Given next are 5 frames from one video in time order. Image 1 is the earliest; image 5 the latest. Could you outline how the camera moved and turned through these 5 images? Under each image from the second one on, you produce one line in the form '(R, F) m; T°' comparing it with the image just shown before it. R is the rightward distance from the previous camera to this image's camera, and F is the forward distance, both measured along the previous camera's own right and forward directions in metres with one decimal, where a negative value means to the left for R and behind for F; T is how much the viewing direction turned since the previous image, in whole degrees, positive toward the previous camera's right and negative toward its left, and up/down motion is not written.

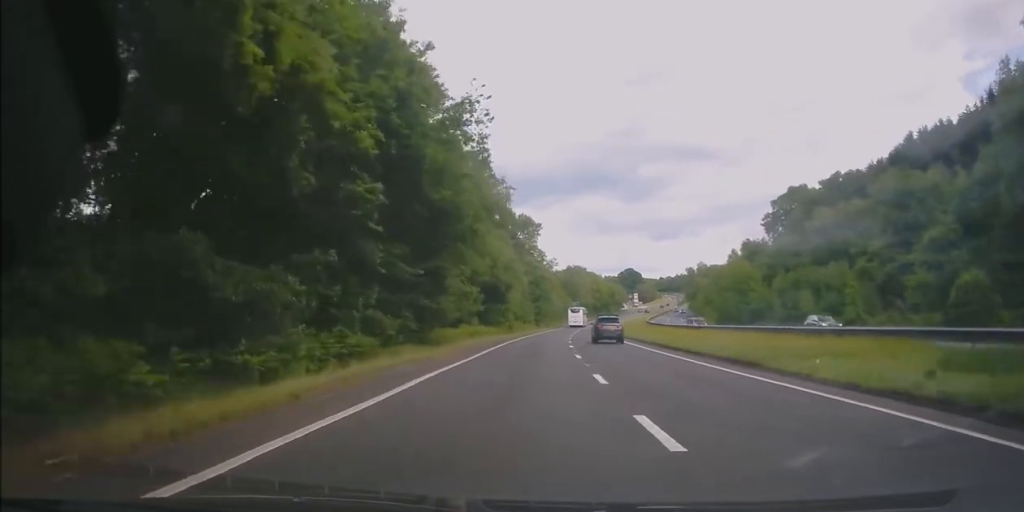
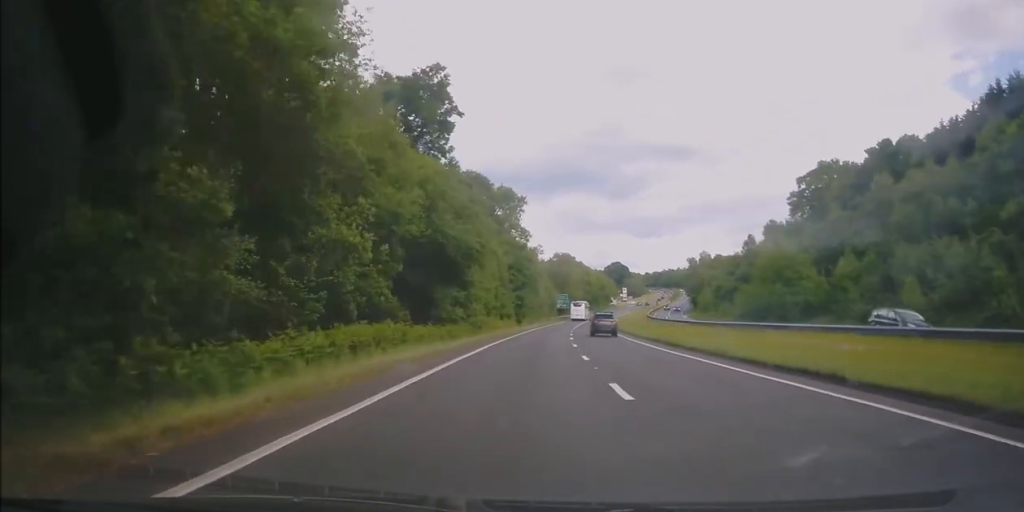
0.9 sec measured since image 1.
(+0.5, +21.4) m; +1°
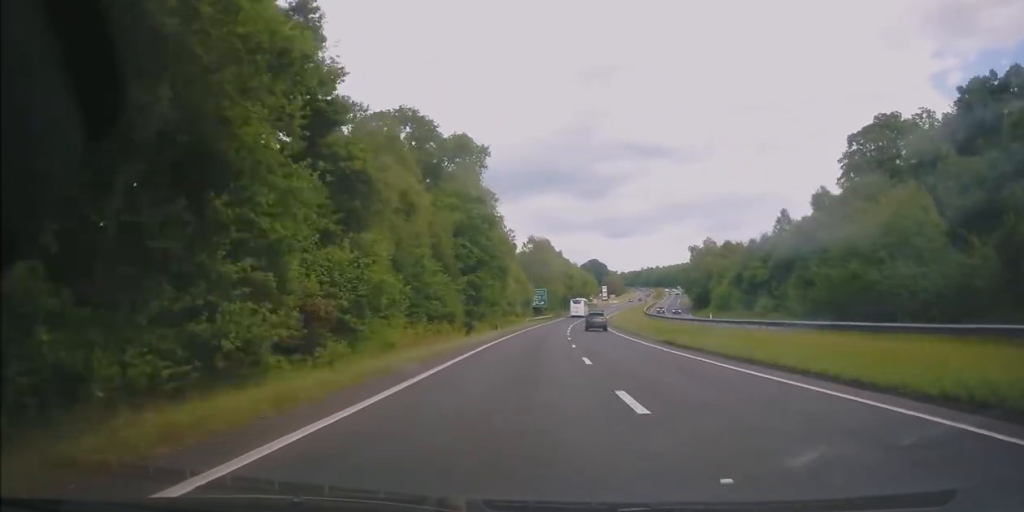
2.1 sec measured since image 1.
(-0.1, +29.3) m; +1°
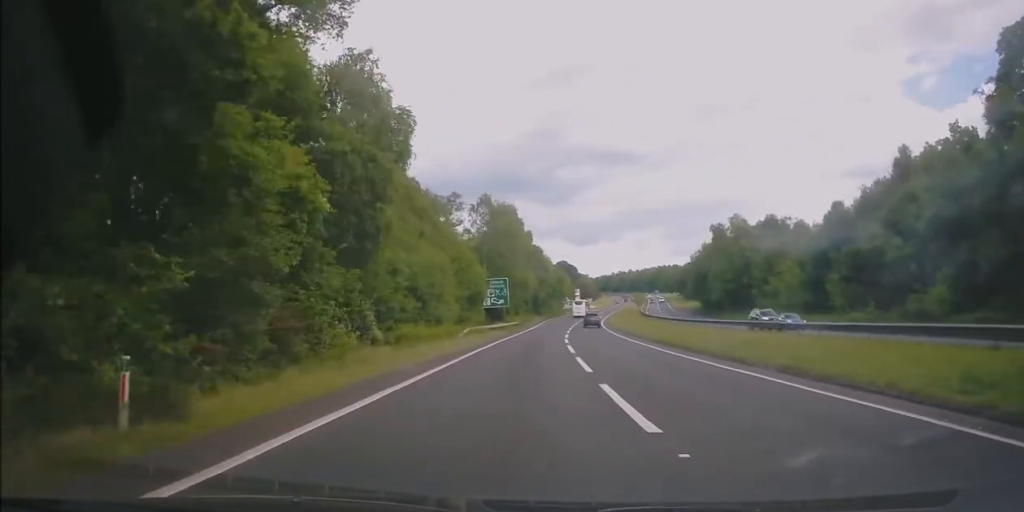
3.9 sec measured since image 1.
(+1.7, +42.4) m; +5°
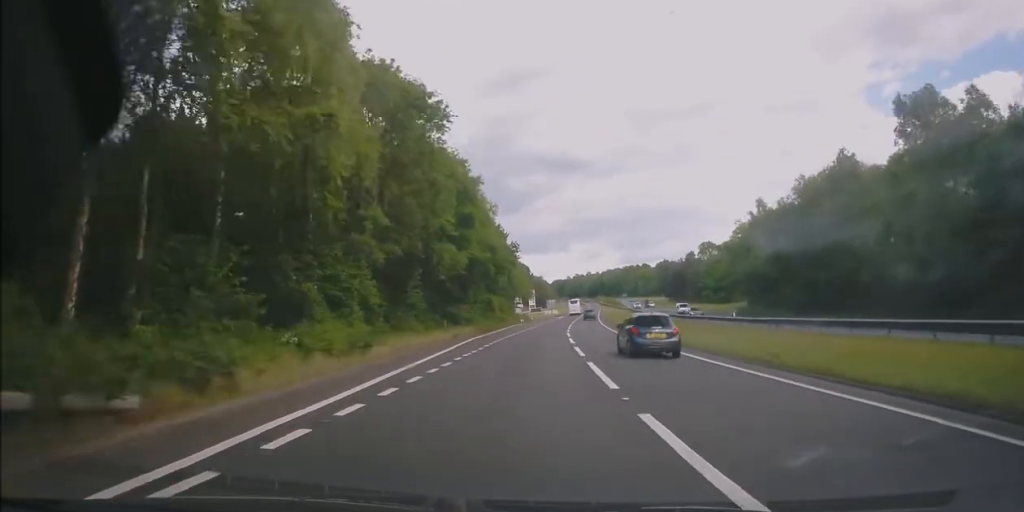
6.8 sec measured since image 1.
(+3.7, +65.7) m; +6°
